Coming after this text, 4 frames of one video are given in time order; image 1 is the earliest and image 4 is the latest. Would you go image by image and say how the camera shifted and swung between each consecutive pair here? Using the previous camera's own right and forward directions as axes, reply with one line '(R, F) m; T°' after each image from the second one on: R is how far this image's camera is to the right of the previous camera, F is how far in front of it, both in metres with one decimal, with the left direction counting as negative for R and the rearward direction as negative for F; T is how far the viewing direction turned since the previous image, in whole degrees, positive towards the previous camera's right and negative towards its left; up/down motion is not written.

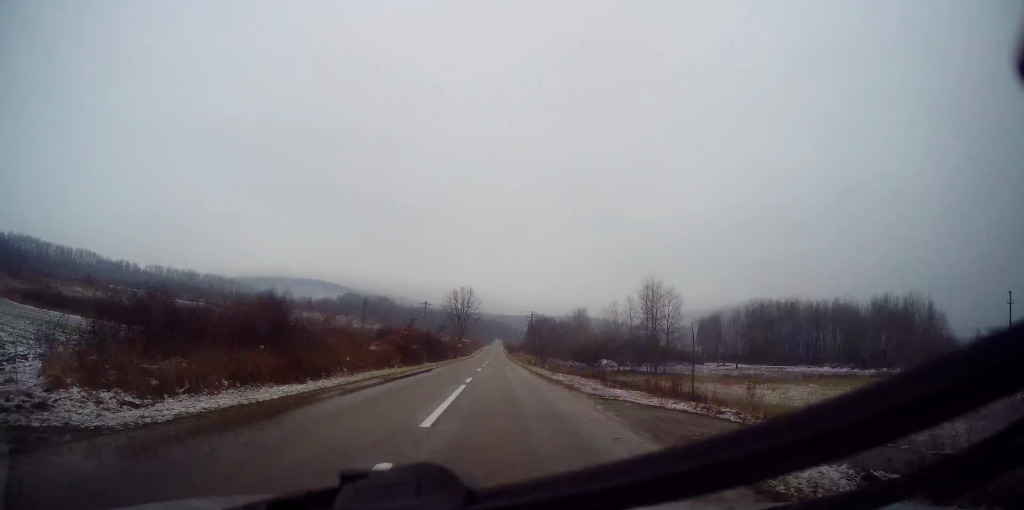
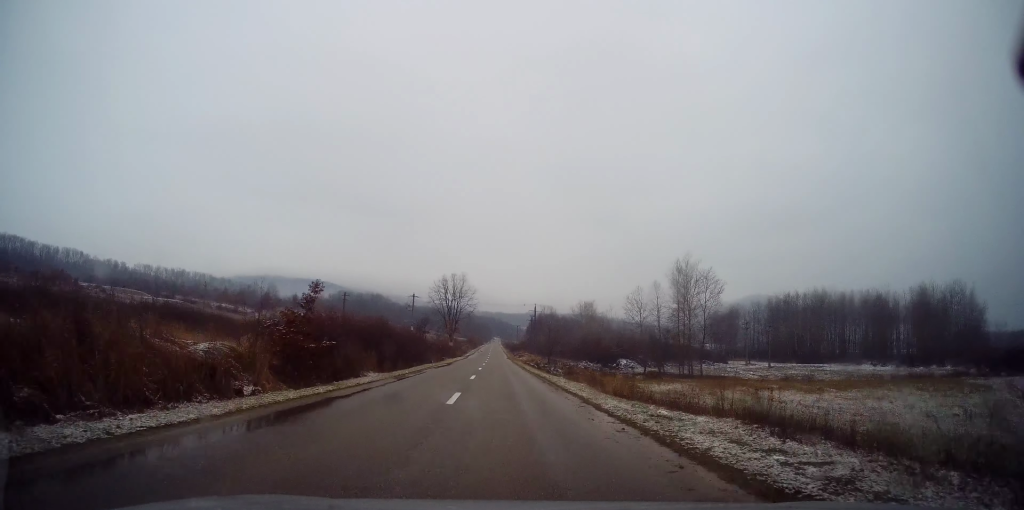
(+0.3, +18.6) m; 0°
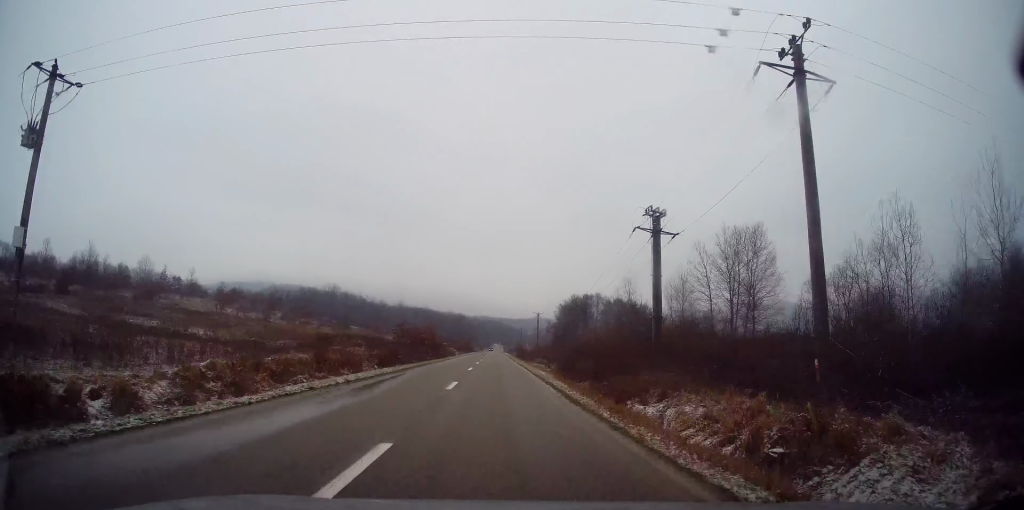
(+0.3, +112.0) m; 0°
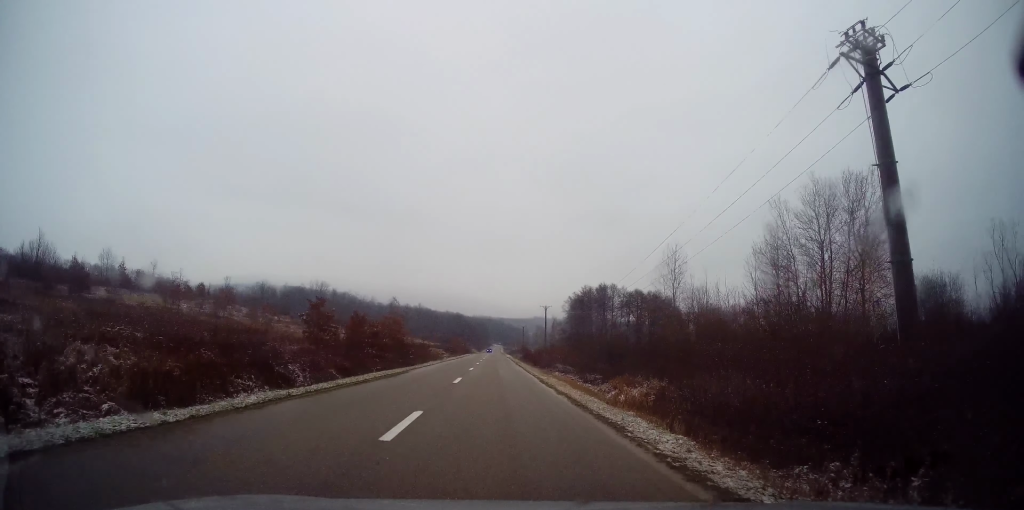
(-0.2, +20.2) m; -1°
